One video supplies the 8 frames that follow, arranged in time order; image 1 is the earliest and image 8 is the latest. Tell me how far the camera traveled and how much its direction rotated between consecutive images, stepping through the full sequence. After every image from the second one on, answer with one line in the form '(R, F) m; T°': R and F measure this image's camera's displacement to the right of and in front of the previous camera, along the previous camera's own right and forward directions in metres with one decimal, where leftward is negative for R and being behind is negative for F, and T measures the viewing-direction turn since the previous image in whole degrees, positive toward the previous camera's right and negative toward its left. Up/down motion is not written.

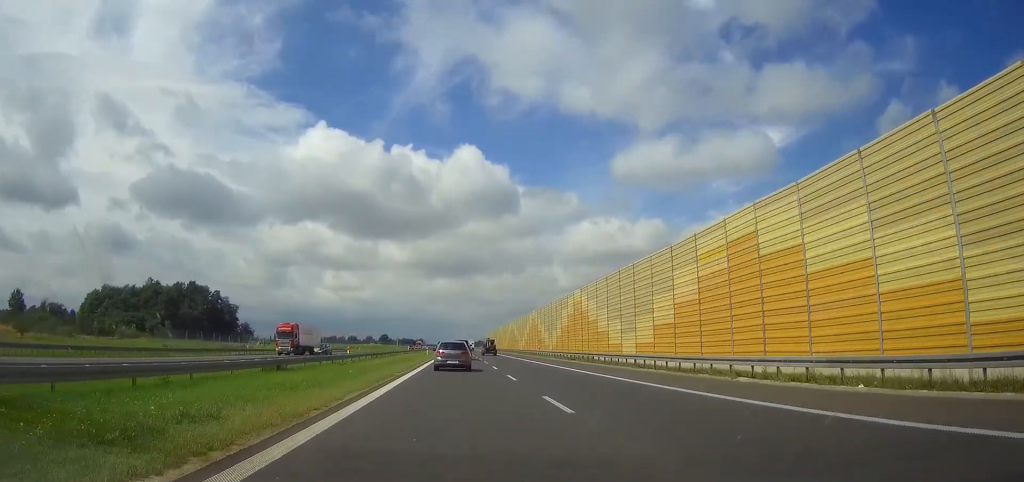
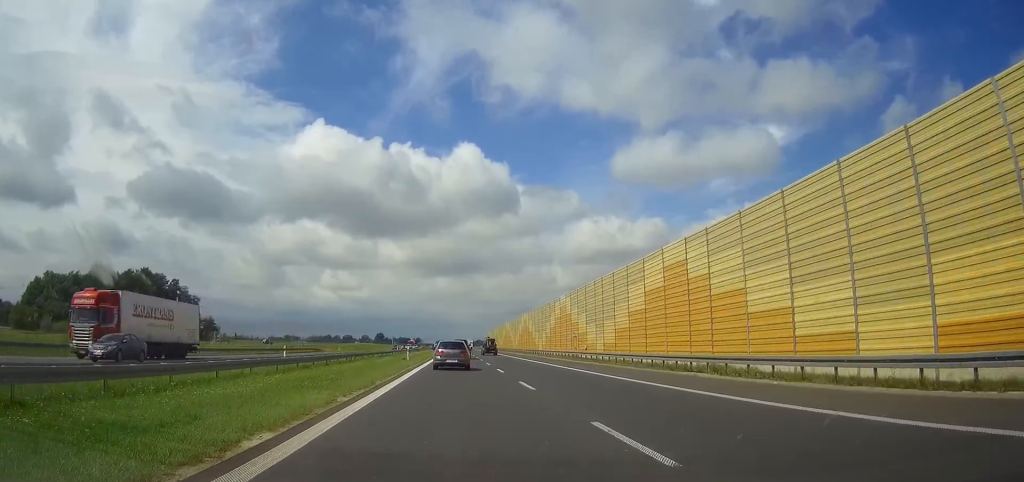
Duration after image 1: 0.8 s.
(0.0, +30.3) m; 0°
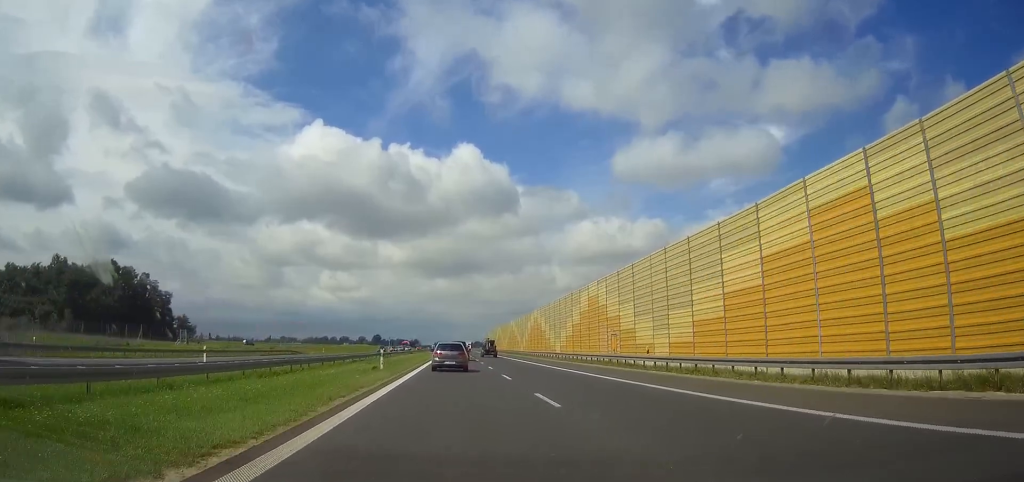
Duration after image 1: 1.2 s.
(0.0, +17.1) m; 0°
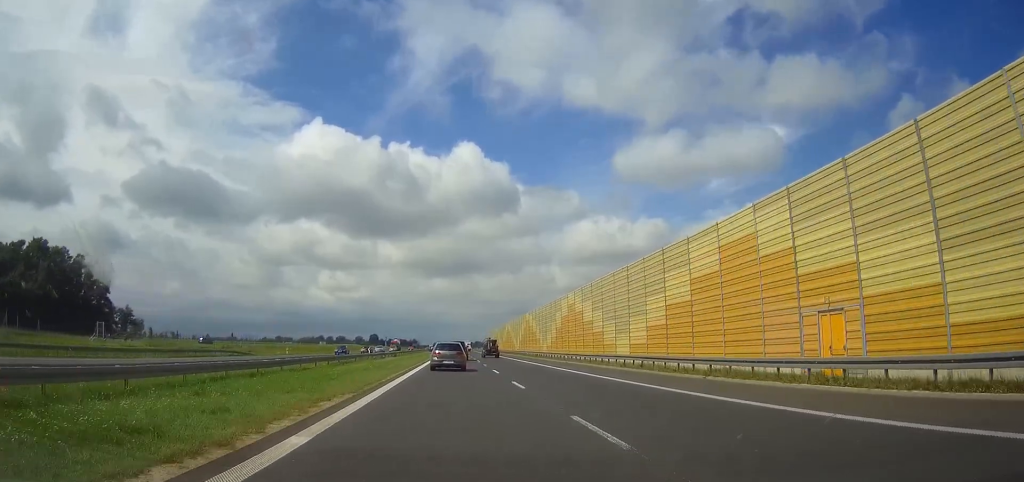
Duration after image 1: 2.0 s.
(0.0, +30.4) m; 0°
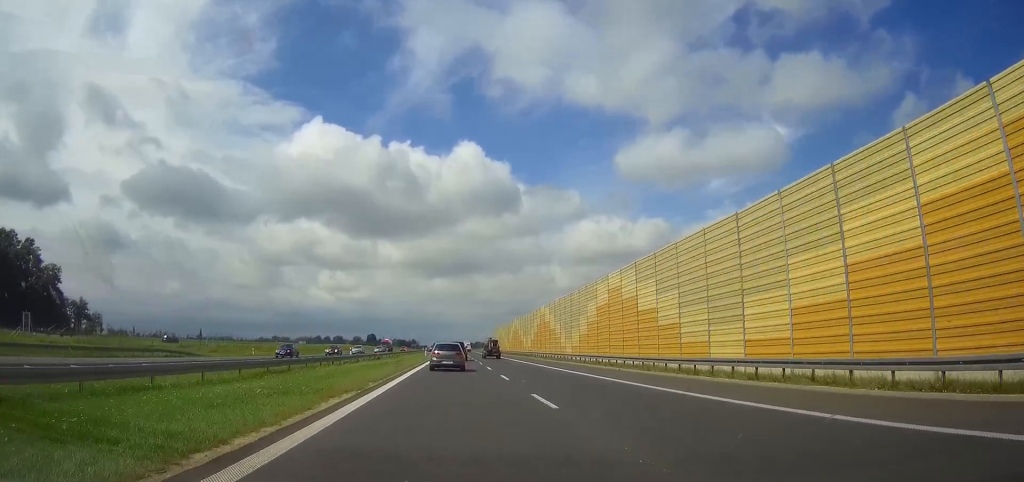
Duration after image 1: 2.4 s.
(0.0, +18.5) m; 0°
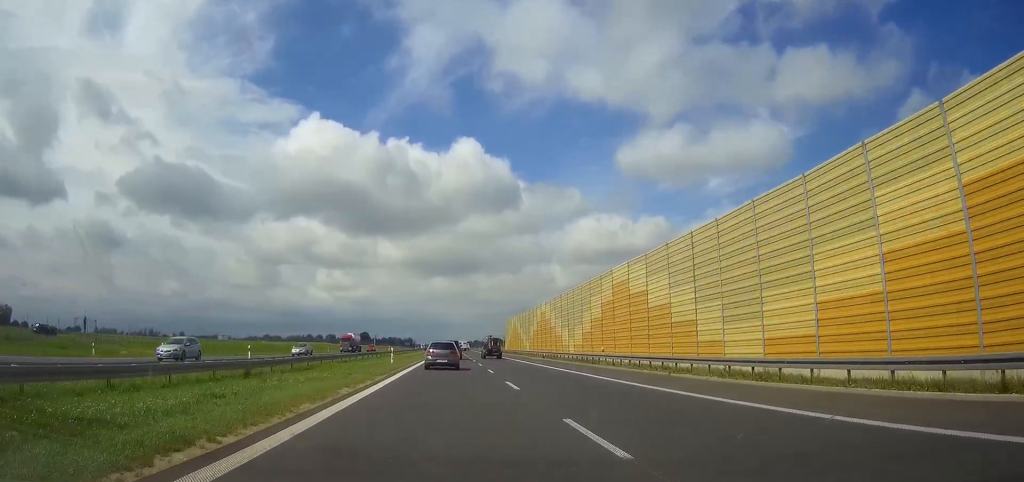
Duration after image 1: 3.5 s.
(+0.1, +42.2) m; 0°
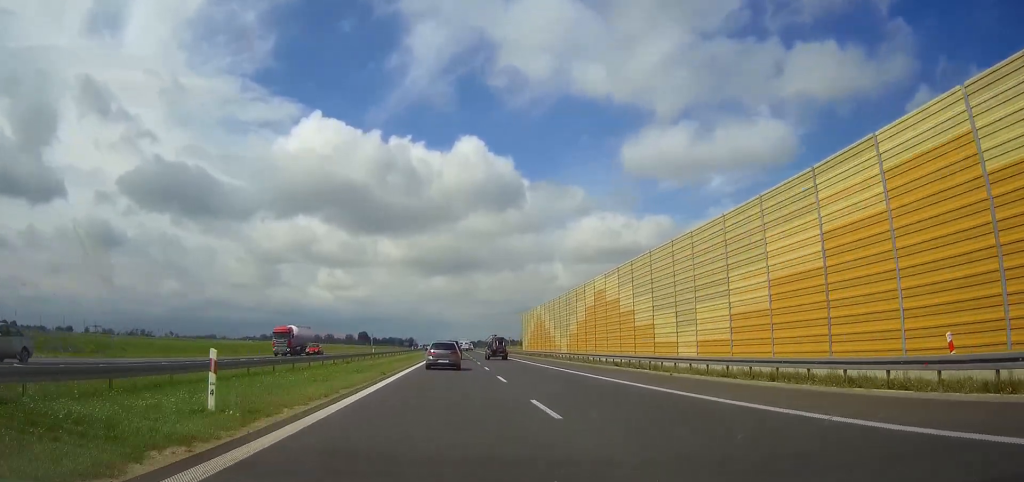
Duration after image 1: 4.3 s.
(+0.1, +31.7) m; 0°
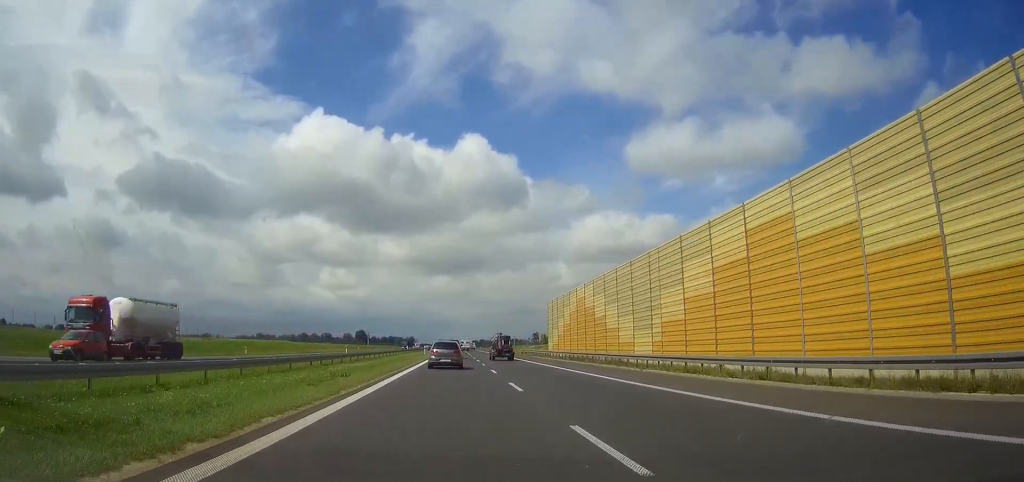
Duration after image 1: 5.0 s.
(-0.1, +29.1) m; 0°
